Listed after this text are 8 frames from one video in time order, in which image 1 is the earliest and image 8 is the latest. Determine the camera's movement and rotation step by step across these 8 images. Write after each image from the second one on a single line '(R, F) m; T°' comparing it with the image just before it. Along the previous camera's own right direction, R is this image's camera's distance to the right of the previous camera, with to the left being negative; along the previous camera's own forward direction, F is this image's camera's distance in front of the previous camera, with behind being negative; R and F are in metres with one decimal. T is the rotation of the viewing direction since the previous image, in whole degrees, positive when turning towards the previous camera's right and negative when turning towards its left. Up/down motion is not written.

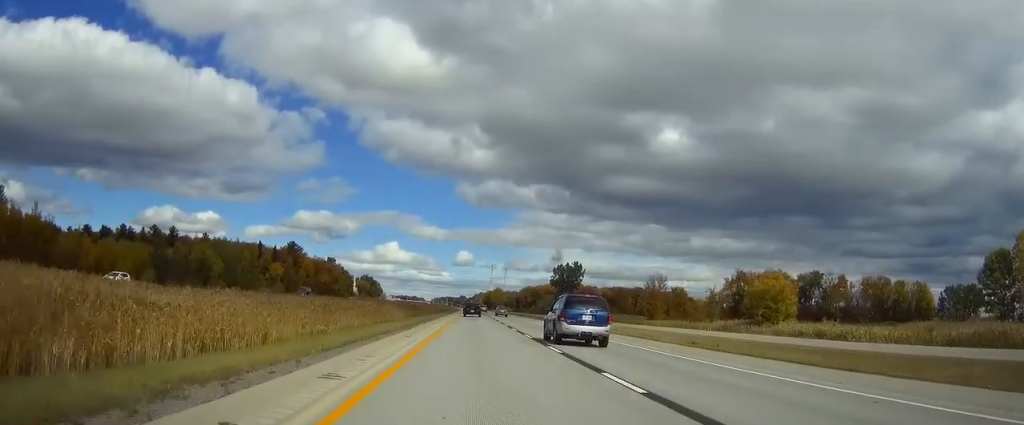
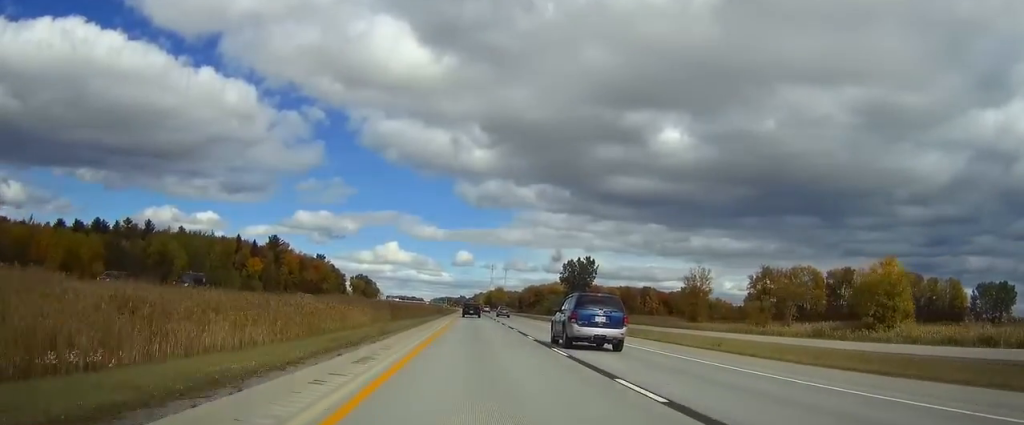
(0.0, +27.7) m; -1°
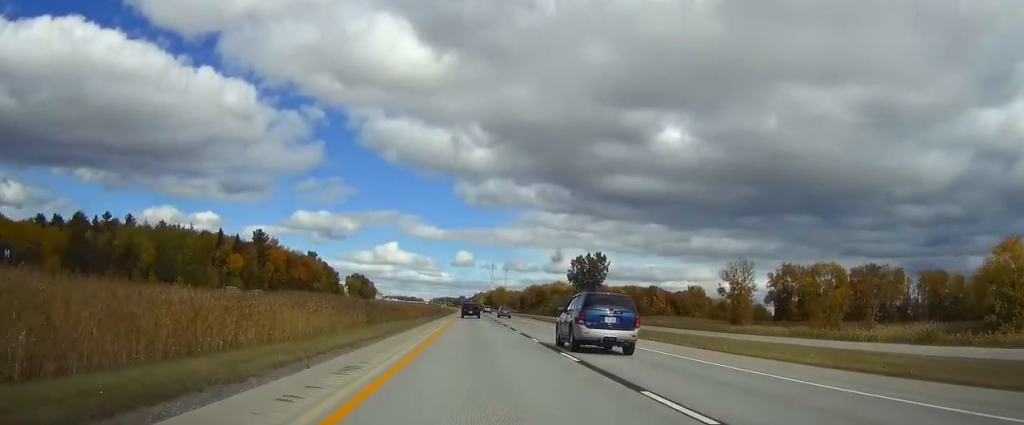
(-0.2, +19.6) m; -1°
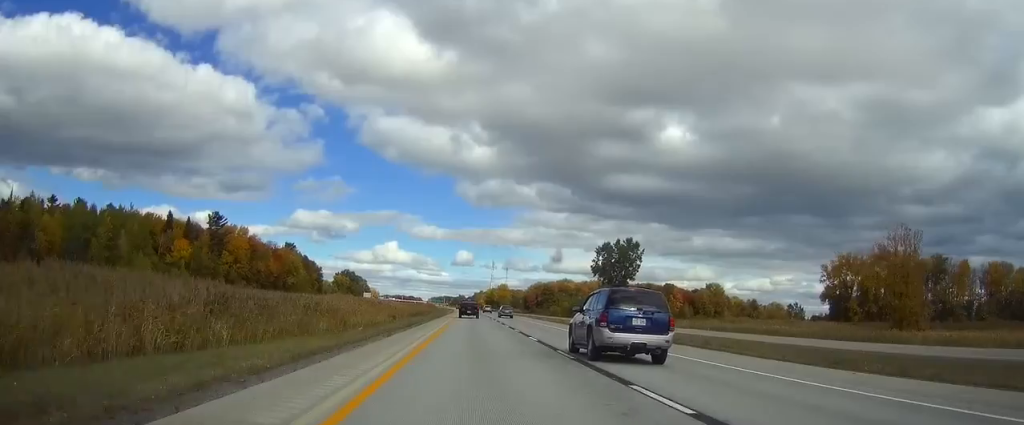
(-0.2, +43.7) m; 0°
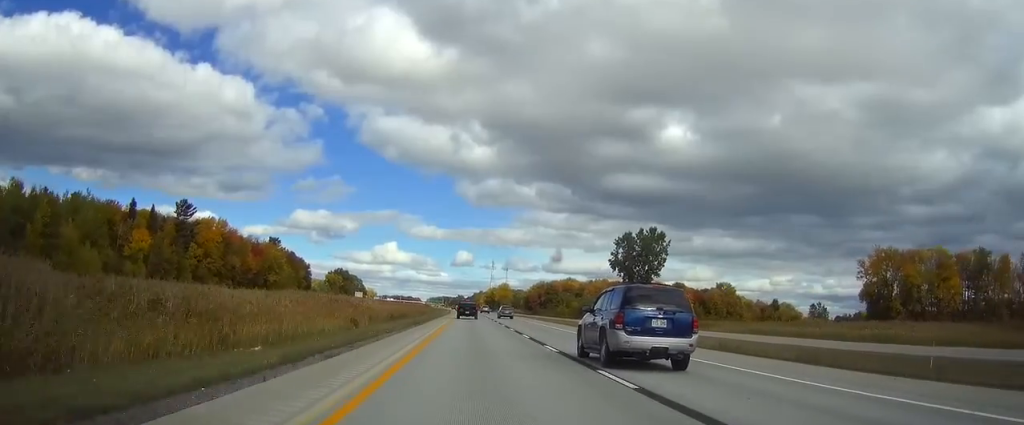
(0.0, +24.1) m; 0°
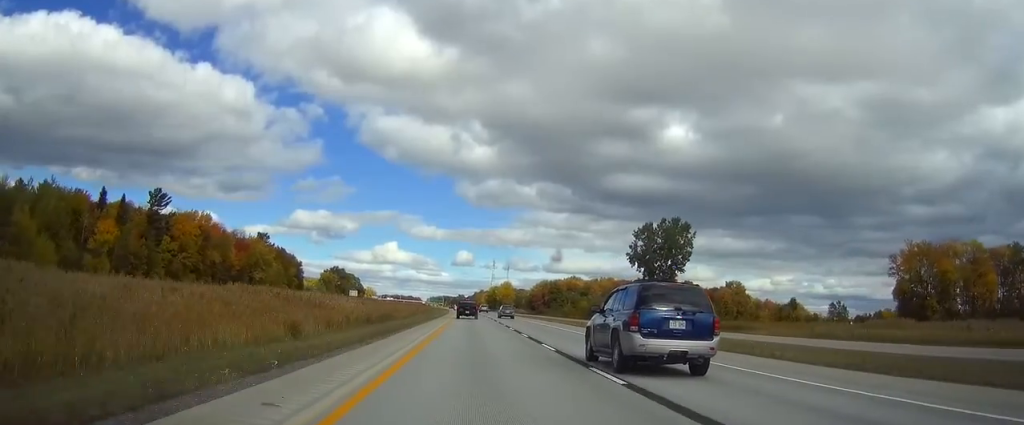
(0.0, +17.2) m; 0°
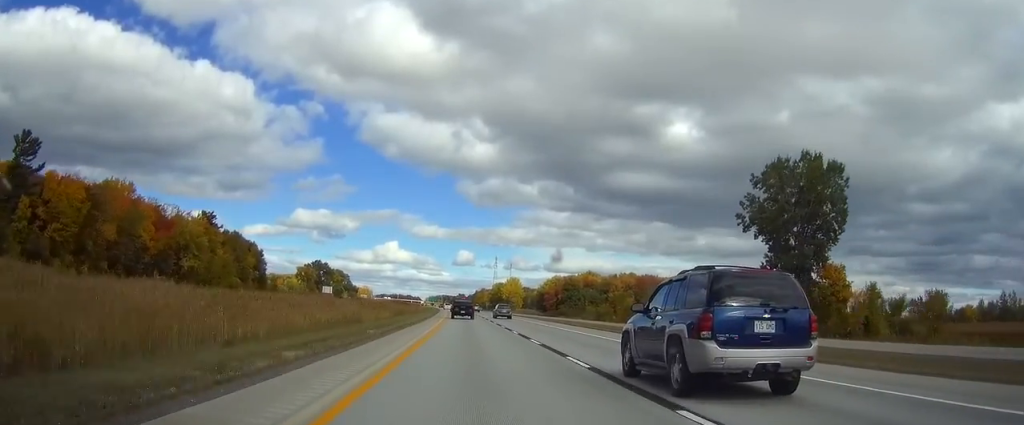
(0.0, +59.4) m; 0°
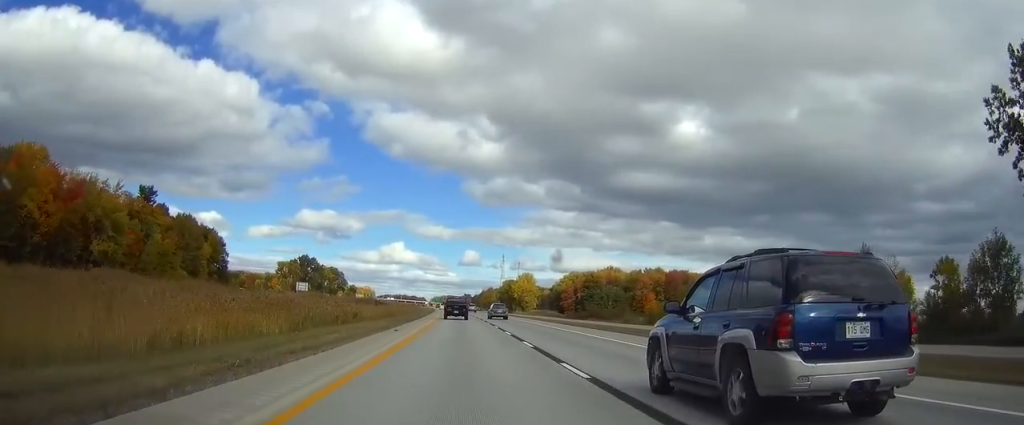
(0.0, +46.7) m; 0°
